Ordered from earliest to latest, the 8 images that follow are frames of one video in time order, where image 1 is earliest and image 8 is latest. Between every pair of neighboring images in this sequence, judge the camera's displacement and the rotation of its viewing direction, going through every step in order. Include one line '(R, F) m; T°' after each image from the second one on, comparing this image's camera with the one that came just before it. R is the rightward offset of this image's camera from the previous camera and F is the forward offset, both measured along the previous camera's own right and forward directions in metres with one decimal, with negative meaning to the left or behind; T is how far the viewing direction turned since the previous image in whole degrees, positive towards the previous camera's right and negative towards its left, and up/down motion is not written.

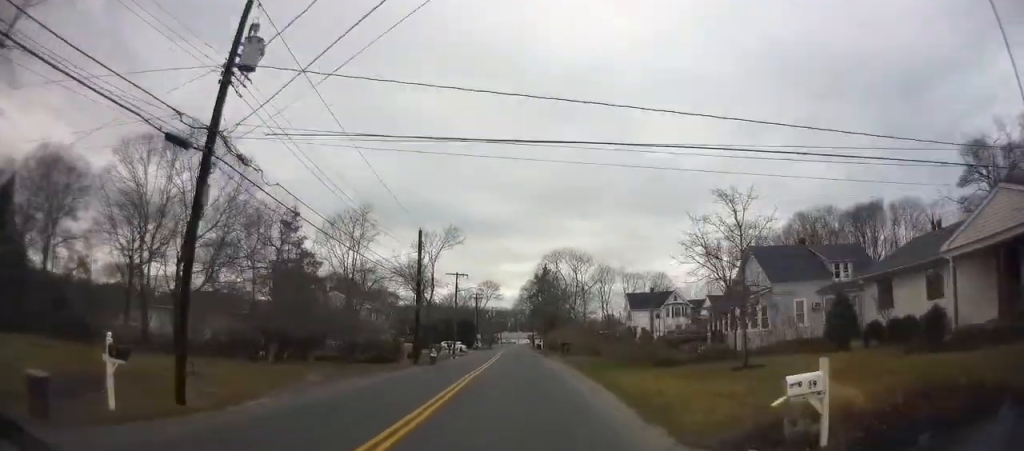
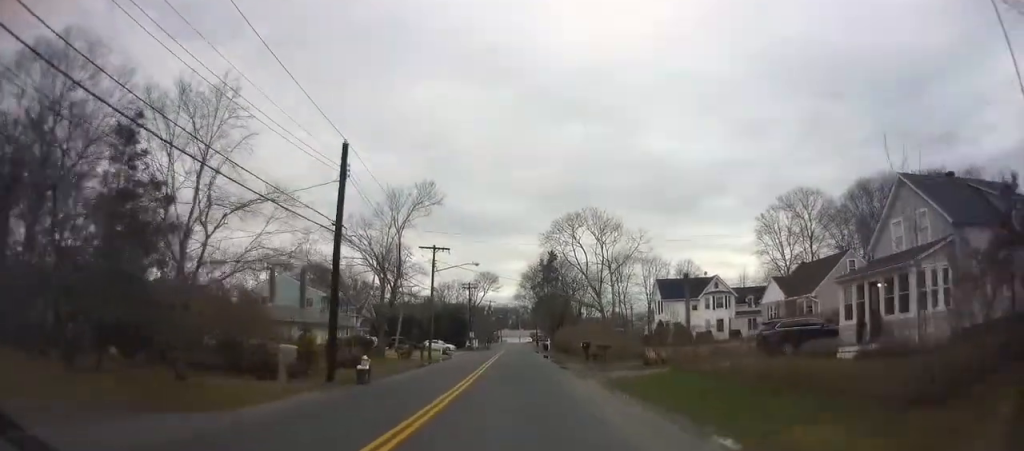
(0.0, +18.4) m; 0°
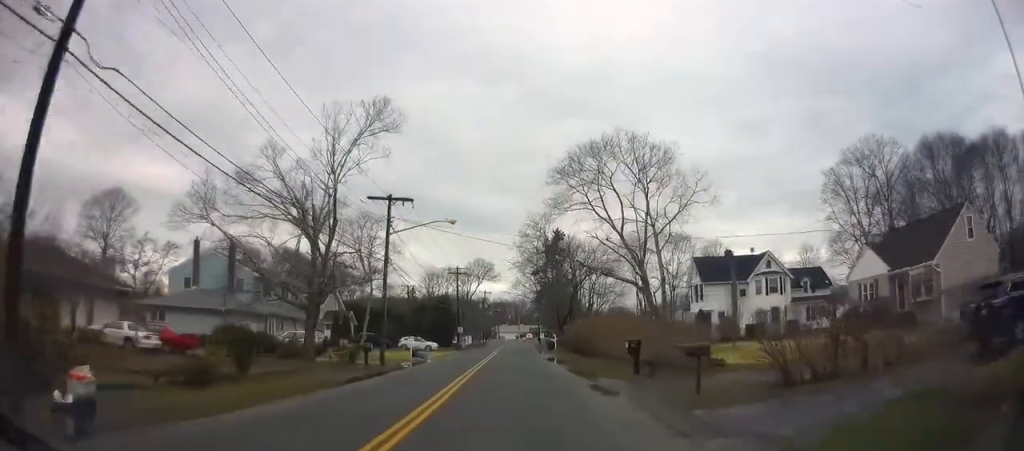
(+0.1, +15.8) m; 0°
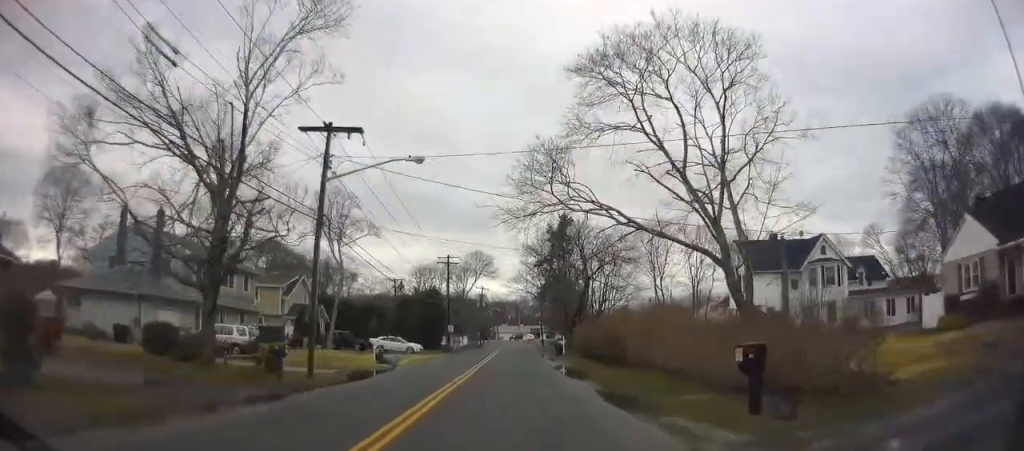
(-0.1, +10.8) m; -1°
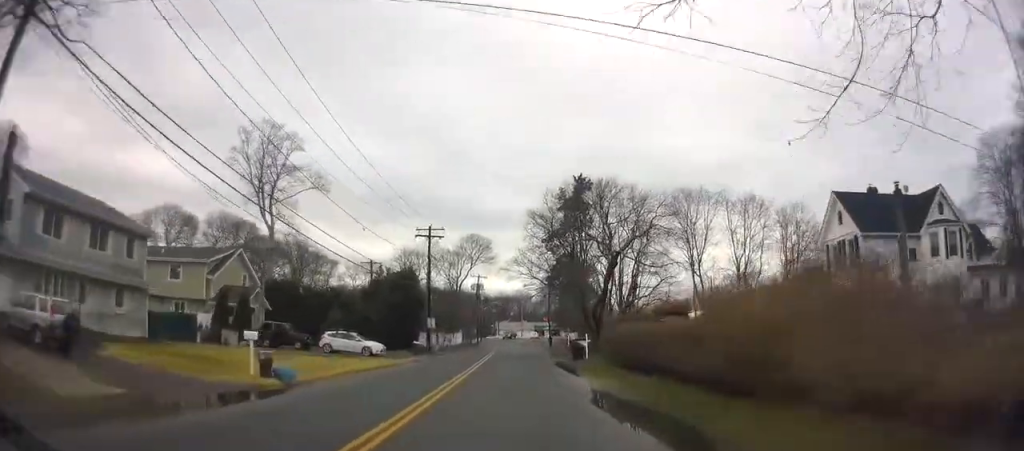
(-0.2, +15.2) m; -1°
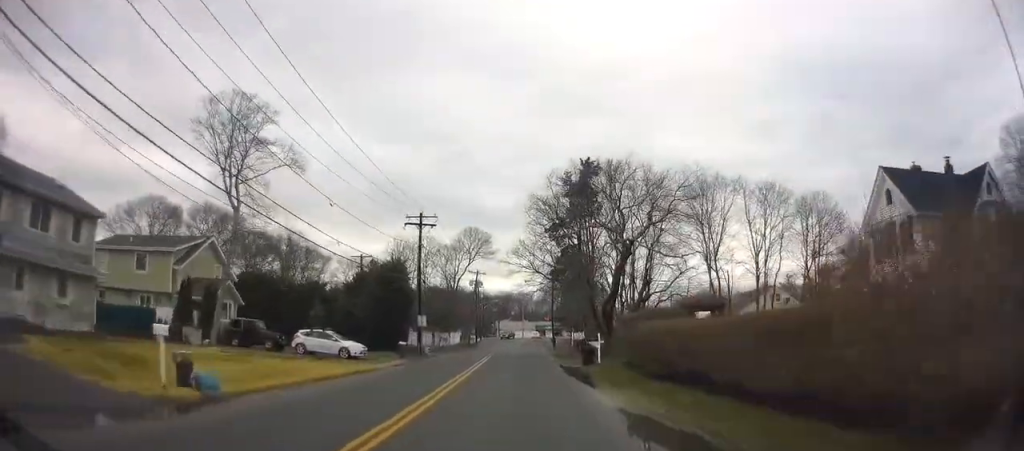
(0.0, +4.8) m; 0°
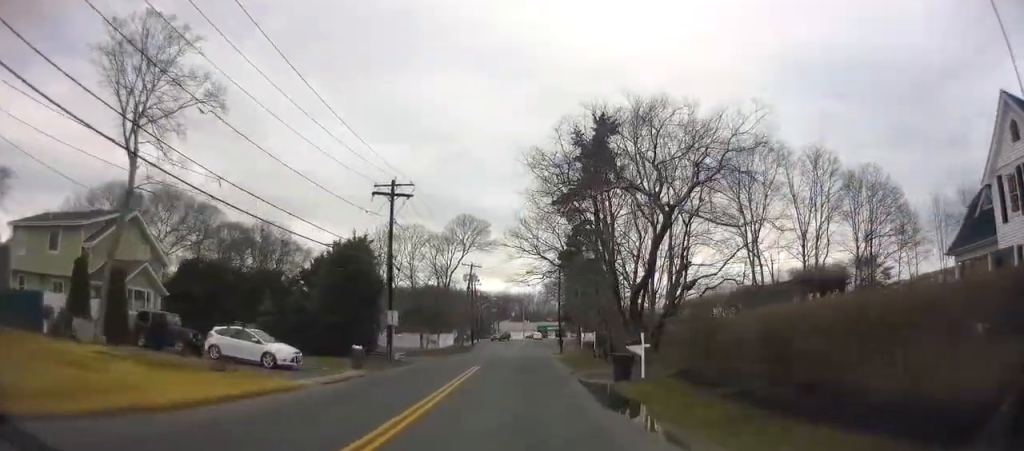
(0.0, +10.1) m; 0°
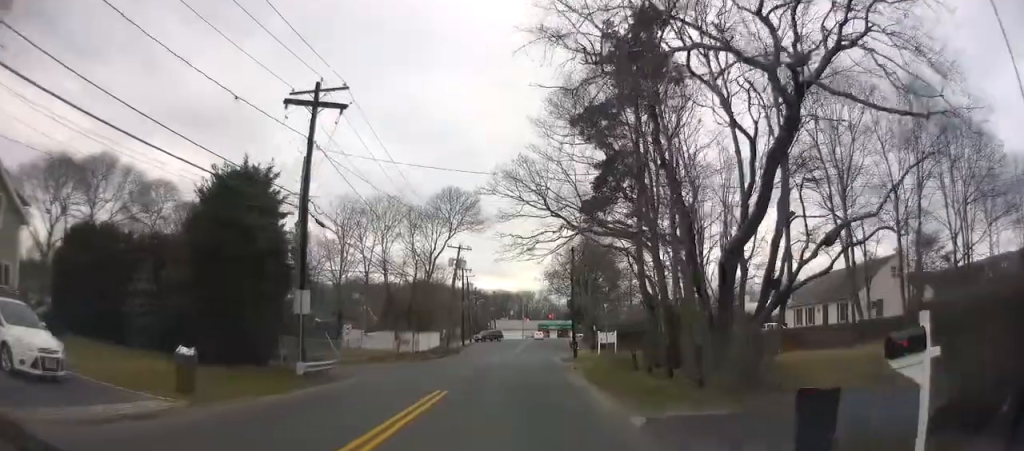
(0.0, +14.0) m; 0°
